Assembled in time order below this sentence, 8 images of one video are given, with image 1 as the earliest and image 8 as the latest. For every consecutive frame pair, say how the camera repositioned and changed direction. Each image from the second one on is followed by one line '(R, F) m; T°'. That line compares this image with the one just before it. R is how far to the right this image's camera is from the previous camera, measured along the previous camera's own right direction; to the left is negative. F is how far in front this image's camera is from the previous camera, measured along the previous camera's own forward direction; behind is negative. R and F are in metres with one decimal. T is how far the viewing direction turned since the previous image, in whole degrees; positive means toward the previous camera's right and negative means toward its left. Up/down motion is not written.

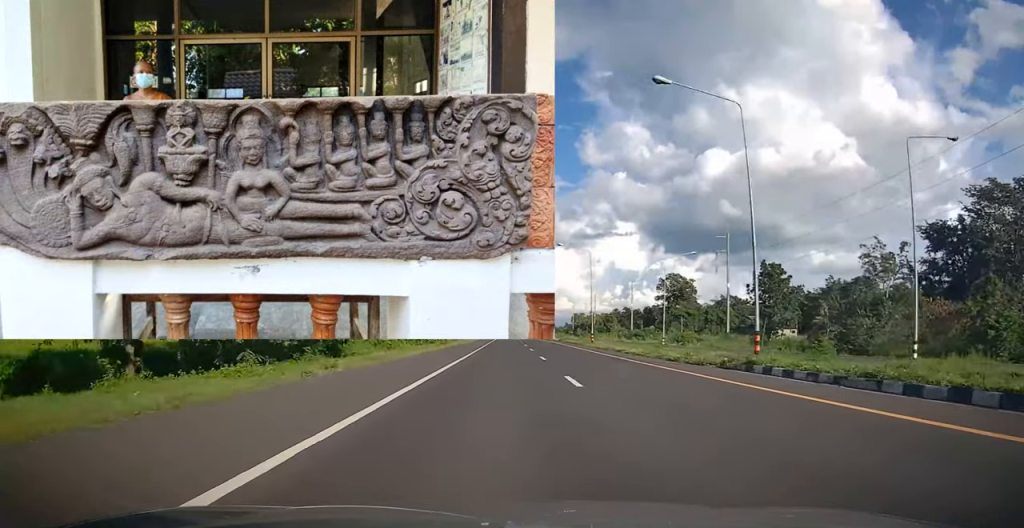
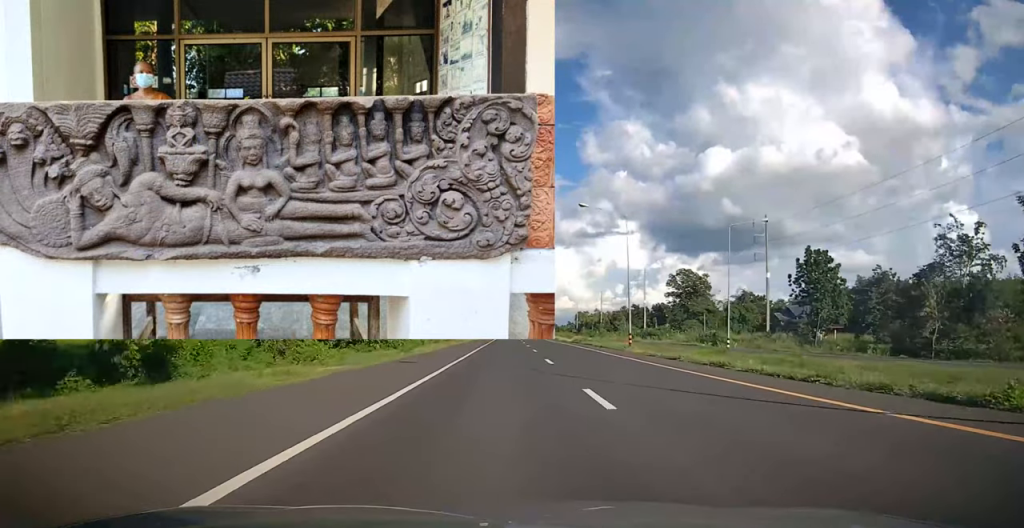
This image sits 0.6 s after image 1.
(0.0, +15.9) m; 0°
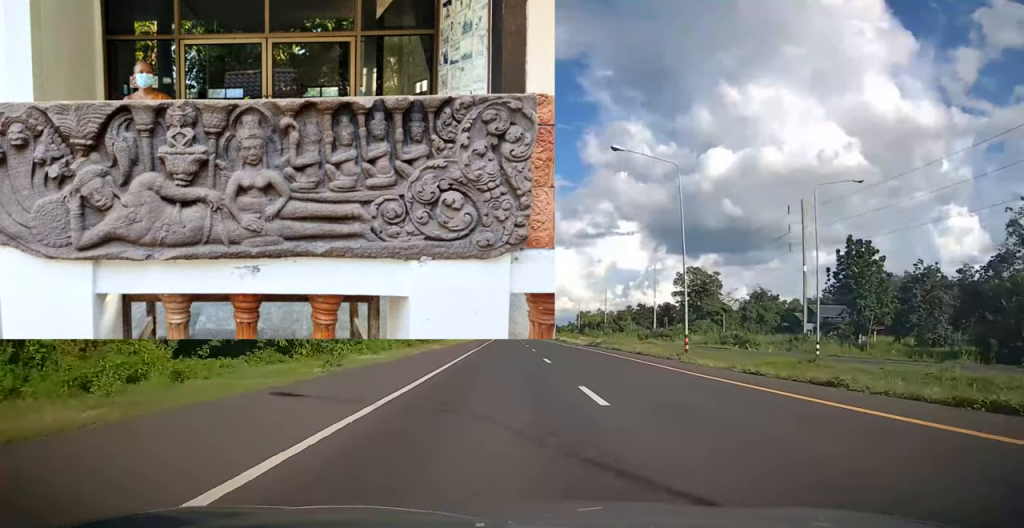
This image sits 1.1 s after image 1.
(0.0, +11.6) m; 0°
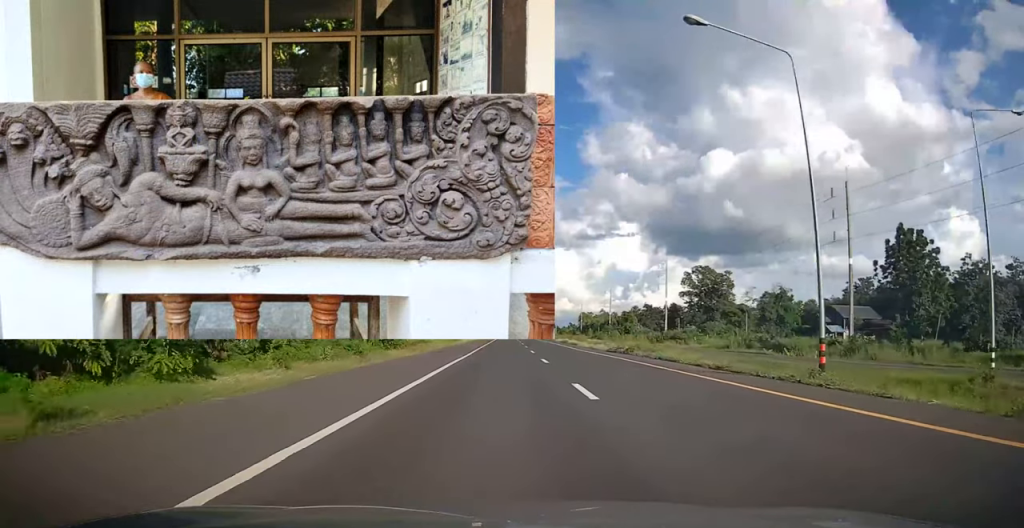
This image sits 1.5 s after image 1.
(0.0, +11.2) m; 0°
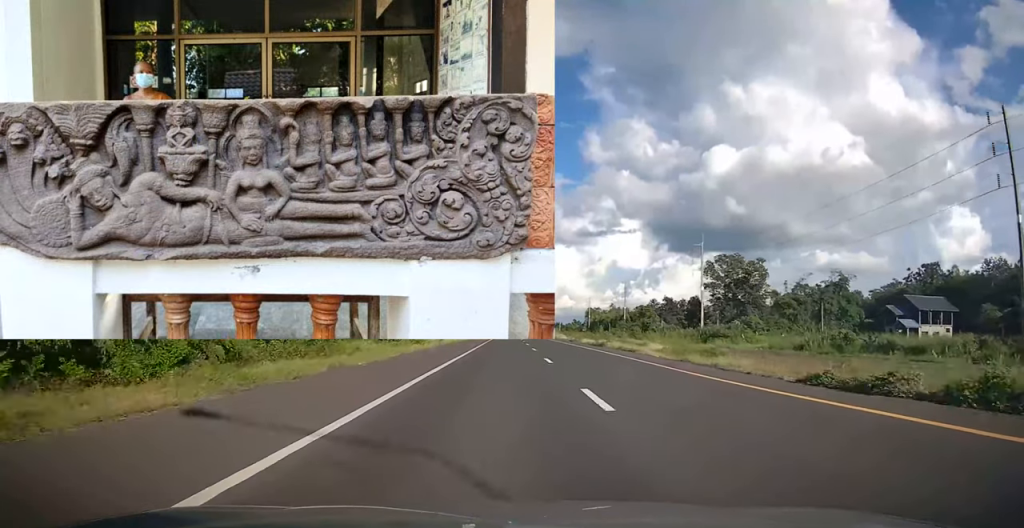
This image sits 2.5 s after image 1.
(0.0, +25.6) m; 0°
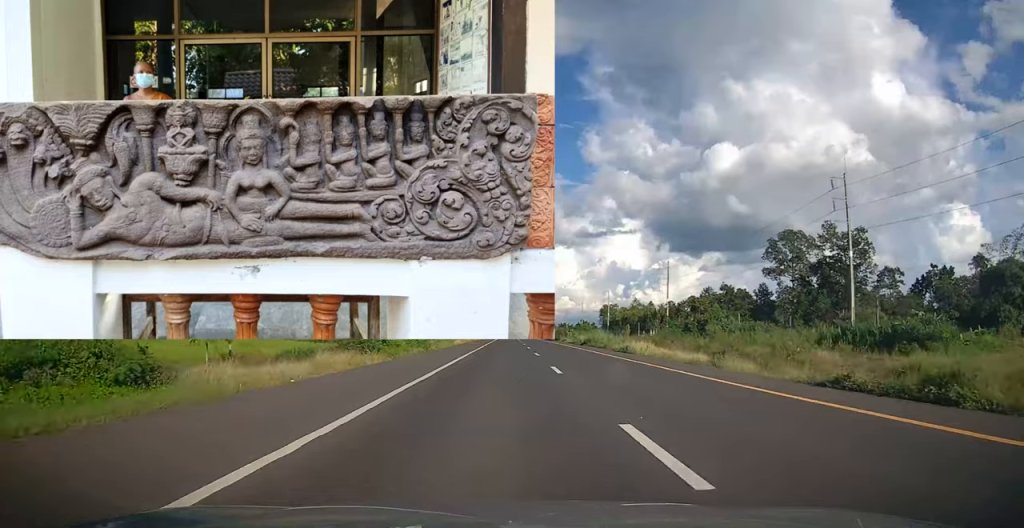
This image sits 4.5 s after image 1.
(0.0, +52.1) m; 0°
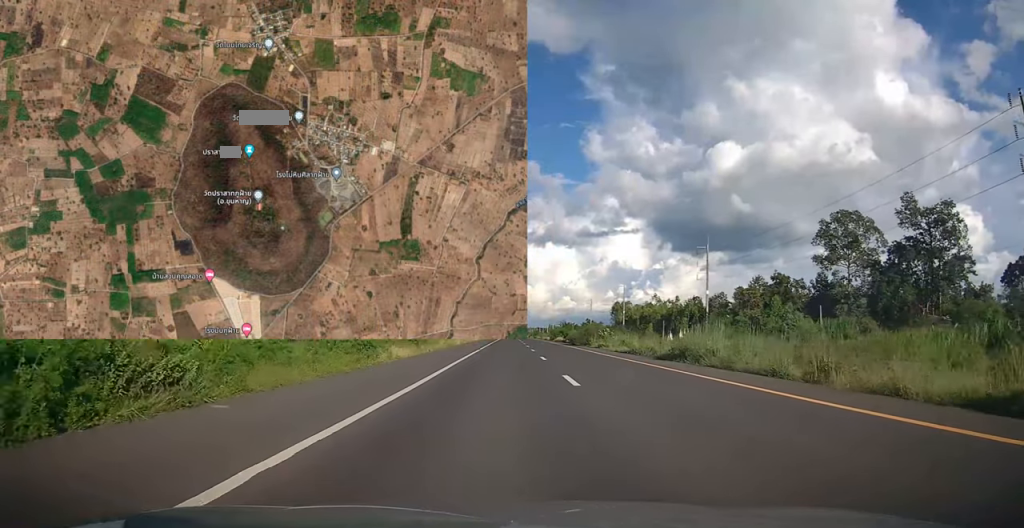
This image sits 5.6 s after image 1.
(-0.1, +27.5) m; 0°
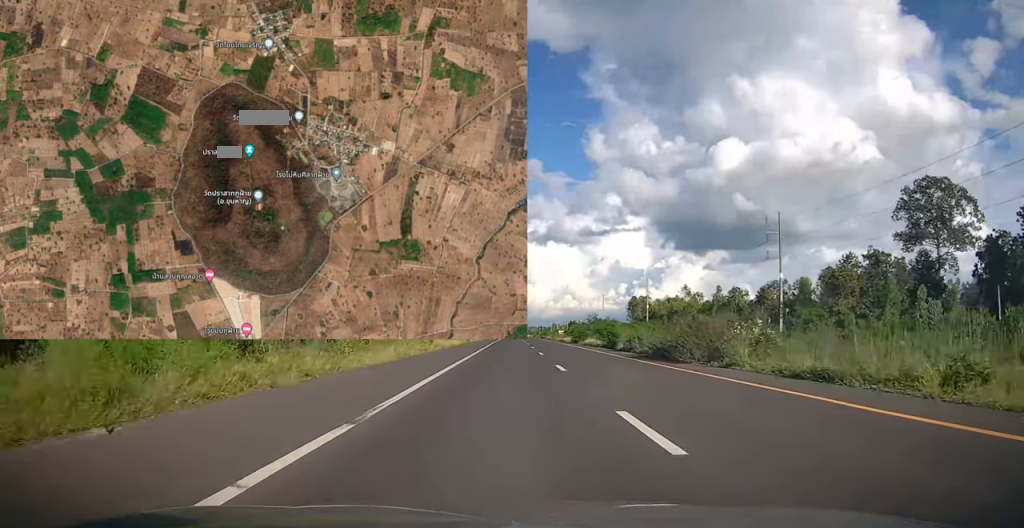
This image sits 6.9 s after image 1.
(+0.1, +31.3) m; 0°
